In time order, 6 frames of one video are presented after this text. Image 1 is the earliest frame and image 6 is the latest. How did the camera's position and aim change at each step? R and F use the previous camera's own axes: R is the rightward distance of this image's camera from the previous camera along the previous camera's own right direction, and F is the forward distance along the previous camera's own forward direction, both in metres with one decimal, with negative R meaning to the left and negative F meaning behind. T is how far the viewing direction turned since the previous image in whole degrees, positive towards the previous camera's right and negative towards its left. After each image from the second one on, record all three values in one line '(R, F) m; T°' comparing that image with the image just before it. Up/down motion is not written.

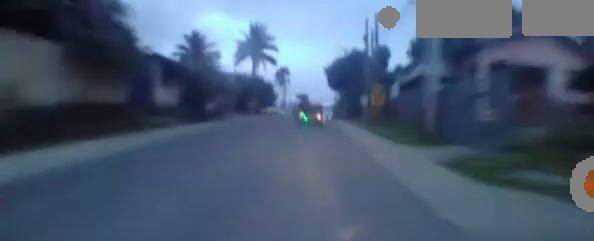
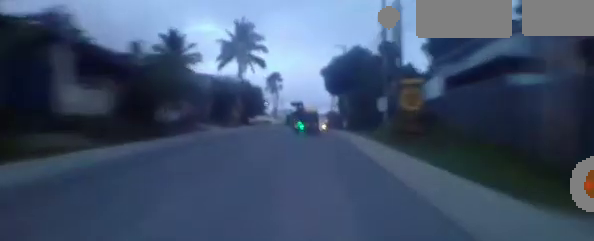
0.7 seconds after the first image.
(-0.1, +6.7) m; 0°
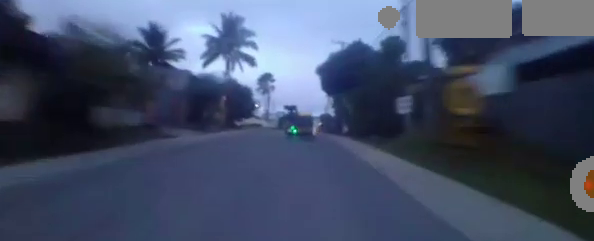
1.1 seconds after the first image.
(-0.1, +4.3) m; 0°
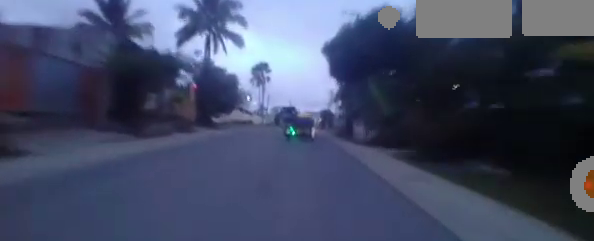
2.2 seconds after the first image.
(+0.1, +10.6) m; +1°
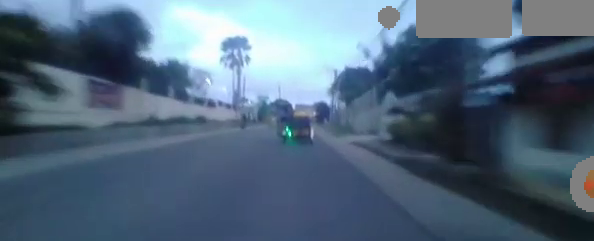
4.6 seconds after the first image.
(0.0, +23.3) m; +1°
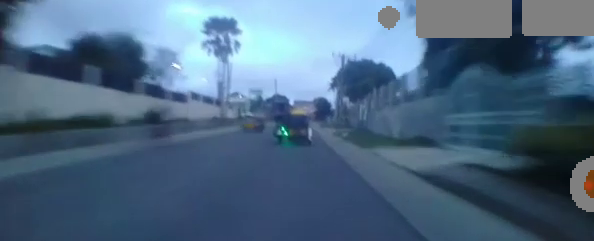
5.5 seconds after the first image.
(+0.2, +9.2) m; +2°
